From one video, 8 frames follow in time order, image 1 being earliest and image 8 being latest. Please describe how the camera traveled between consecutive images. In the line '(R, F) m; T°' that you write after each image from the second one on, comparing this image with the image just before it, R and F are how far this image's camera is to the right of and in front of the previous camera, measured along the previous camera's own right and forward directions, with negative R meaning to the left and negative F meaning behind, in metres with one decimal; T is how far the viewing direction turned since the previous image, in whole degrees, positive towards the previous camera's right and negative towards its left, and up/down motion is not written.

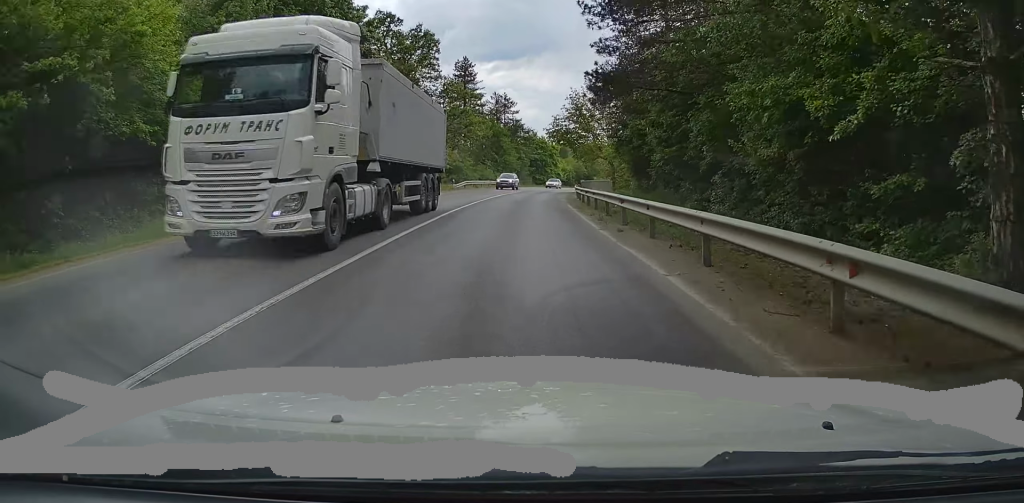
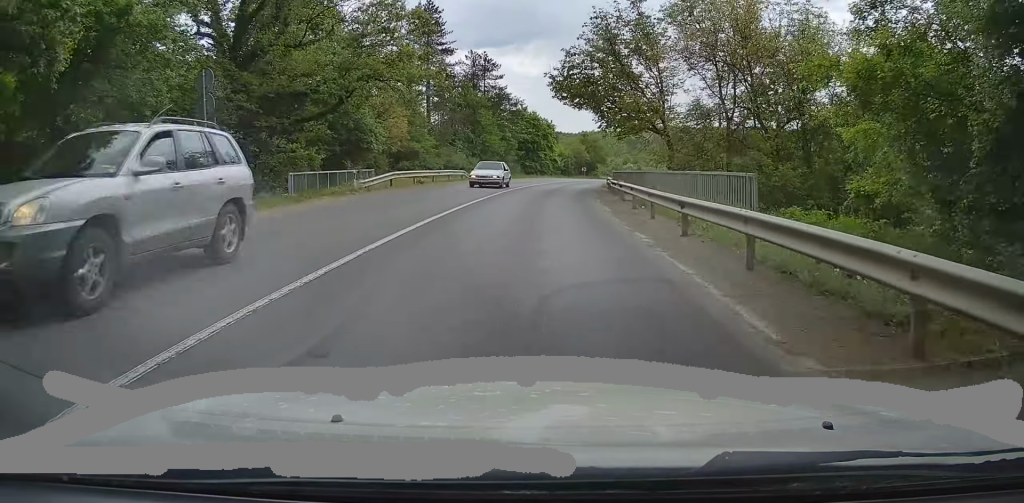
(+0.1, +28.7) m; +2°
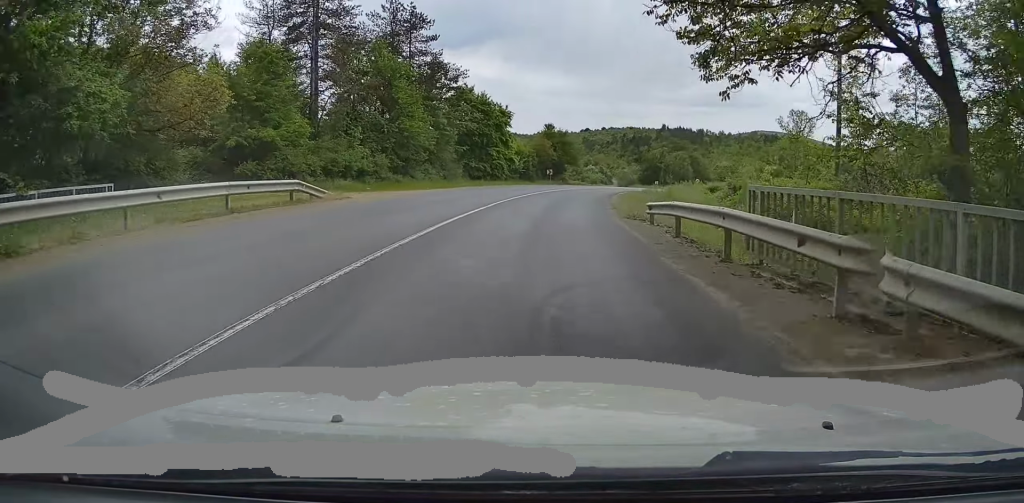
(+0.9, +27.3) m; +4°
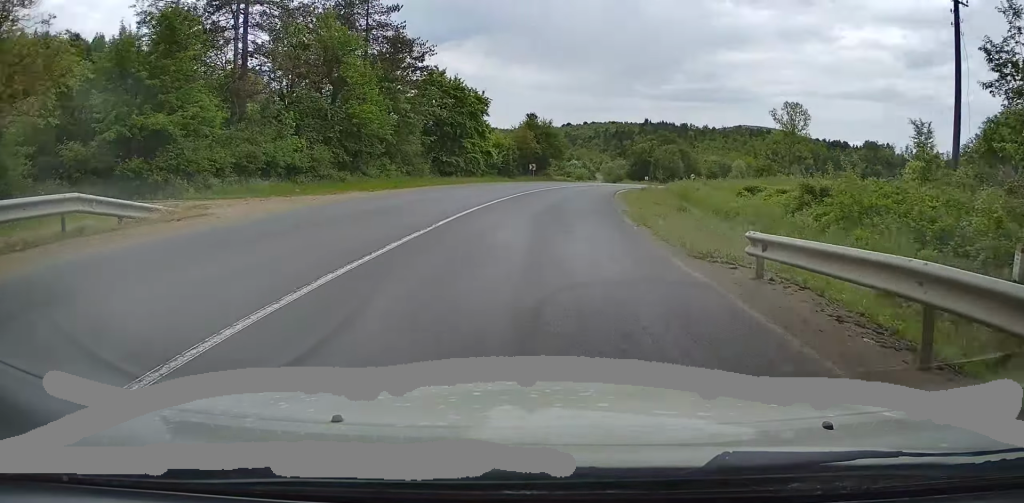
(+0.2, +9.5) m; +1°
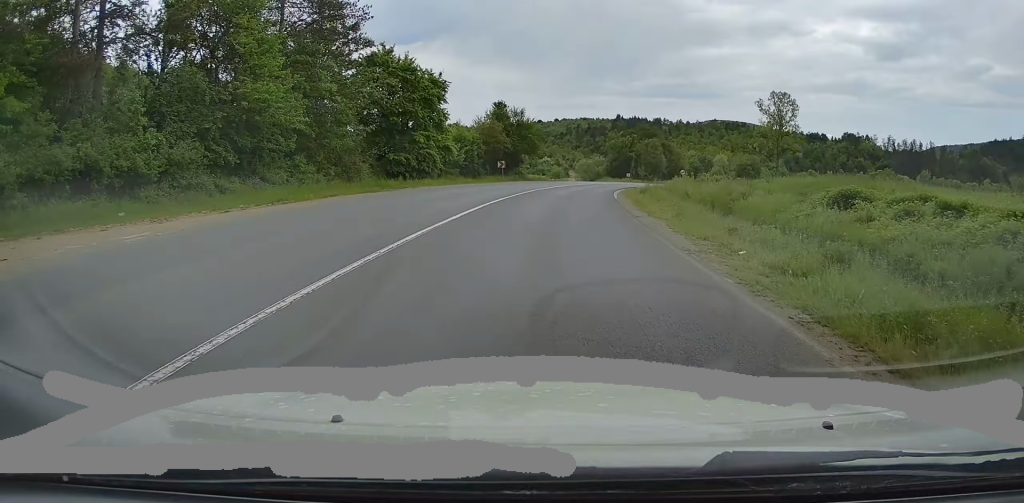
(+0.2, +11.9) m; +2°
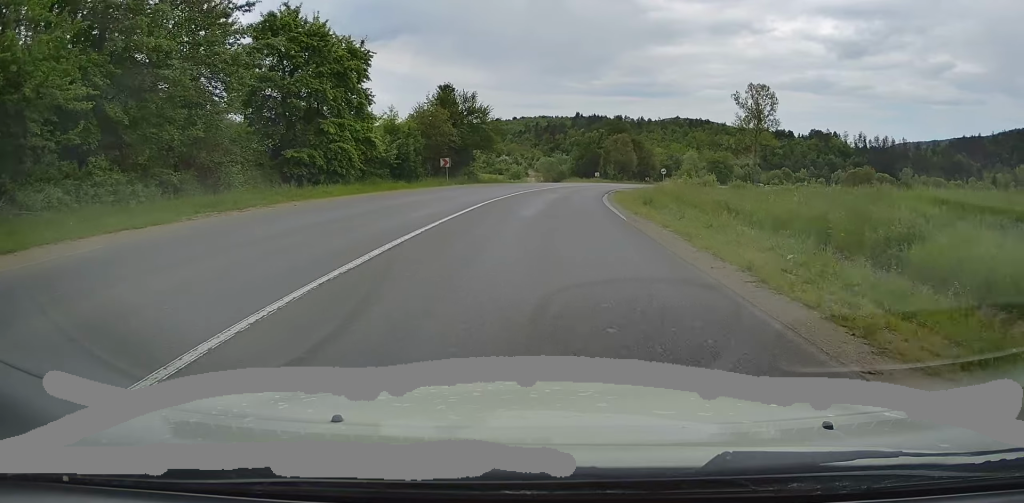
(+0.2, +13.8) m; +3°
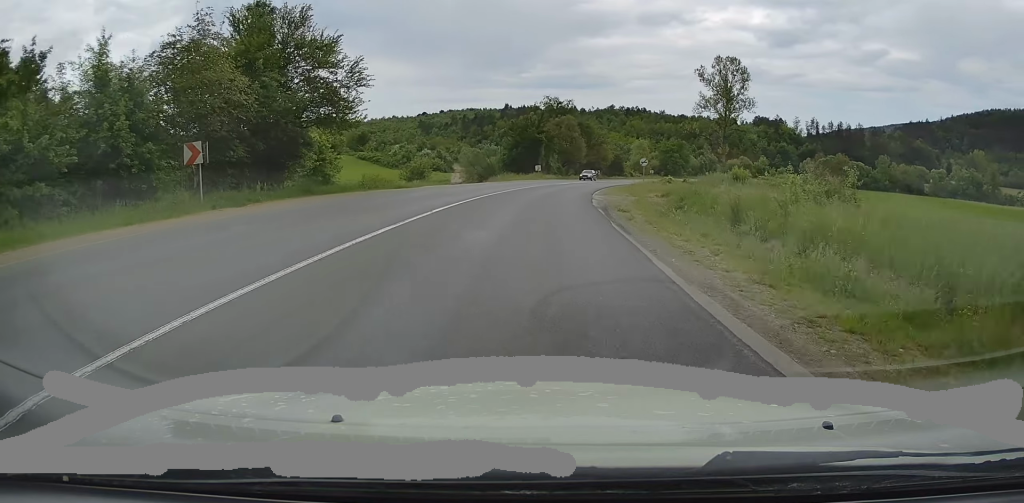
(+1.9, +27.9) m; +7°
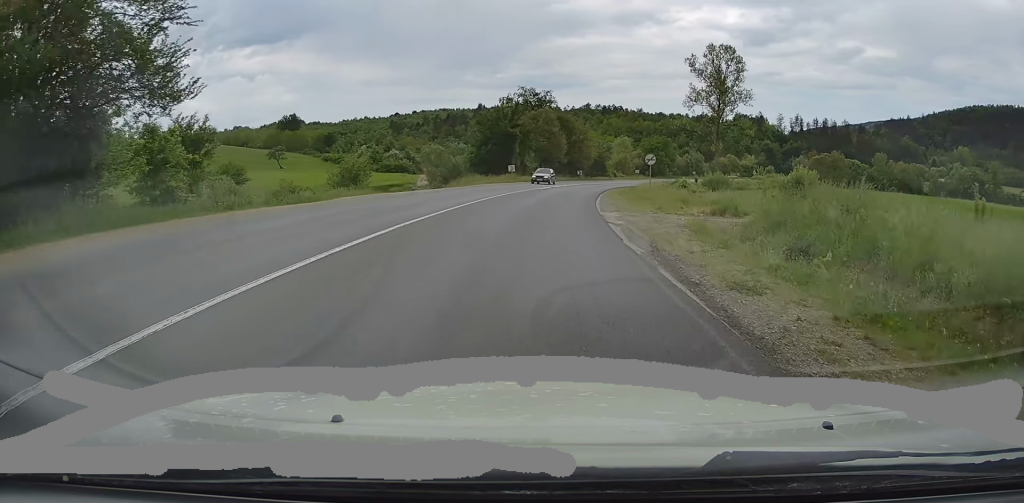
(+0.2, +13.0) m; +2°
